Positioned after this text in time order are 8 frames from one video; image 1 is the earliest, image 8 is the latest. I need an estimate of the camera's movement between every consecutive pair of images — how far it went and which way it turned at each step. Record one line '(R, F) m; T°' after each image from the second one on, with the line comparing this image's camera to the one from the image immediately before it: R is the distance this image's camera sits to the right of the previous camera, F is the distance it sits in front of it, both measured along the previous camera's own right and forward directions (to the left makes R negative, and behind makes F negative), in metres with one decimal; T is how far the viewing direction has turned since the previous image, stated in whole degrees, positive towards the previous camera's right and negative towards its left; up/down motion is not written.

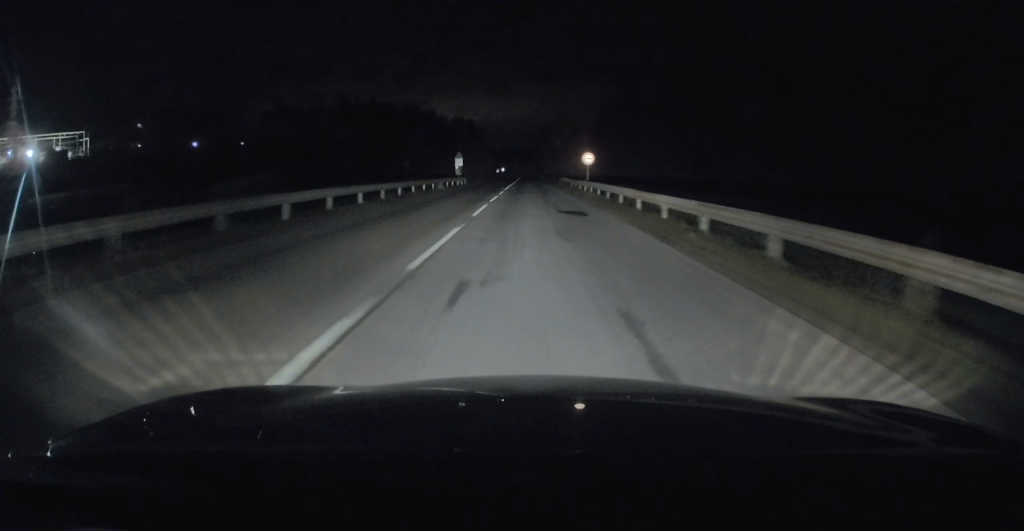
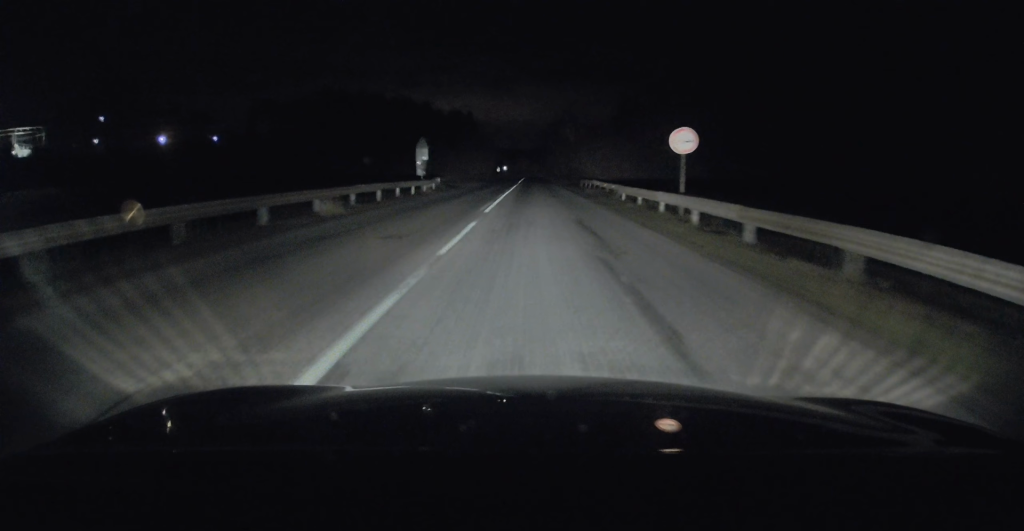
(-0.4, +25.2) m; -1°
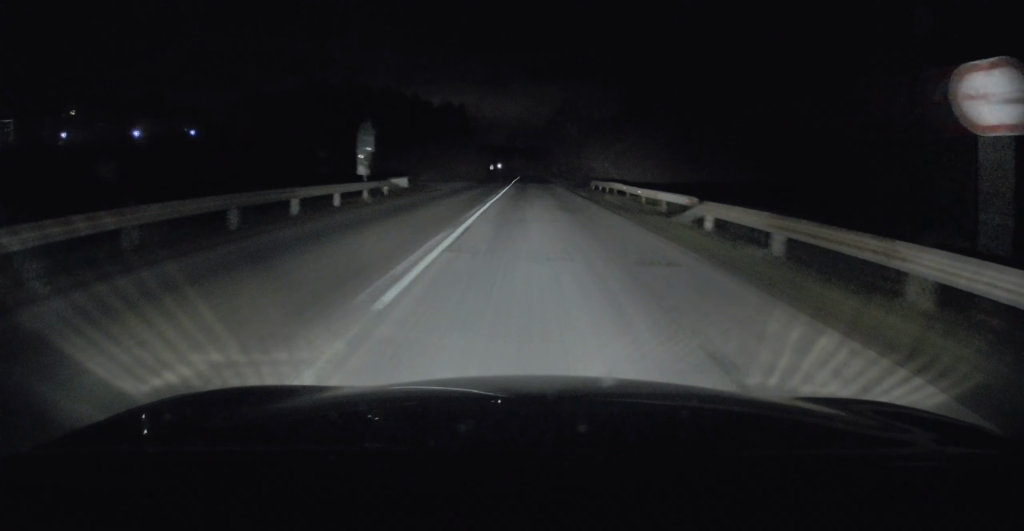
(+0.1, +13.0) m; 0°
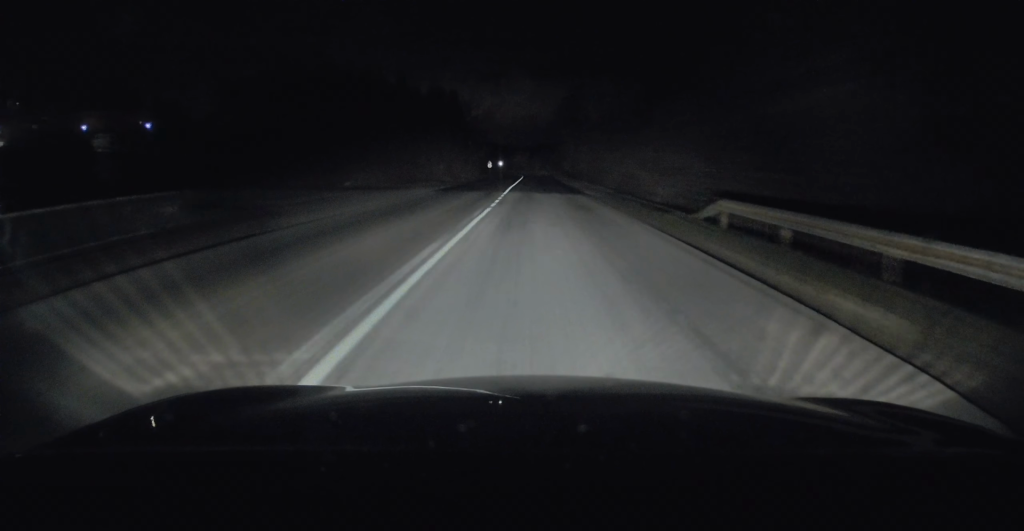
(0.0, +28.6) m; 0°
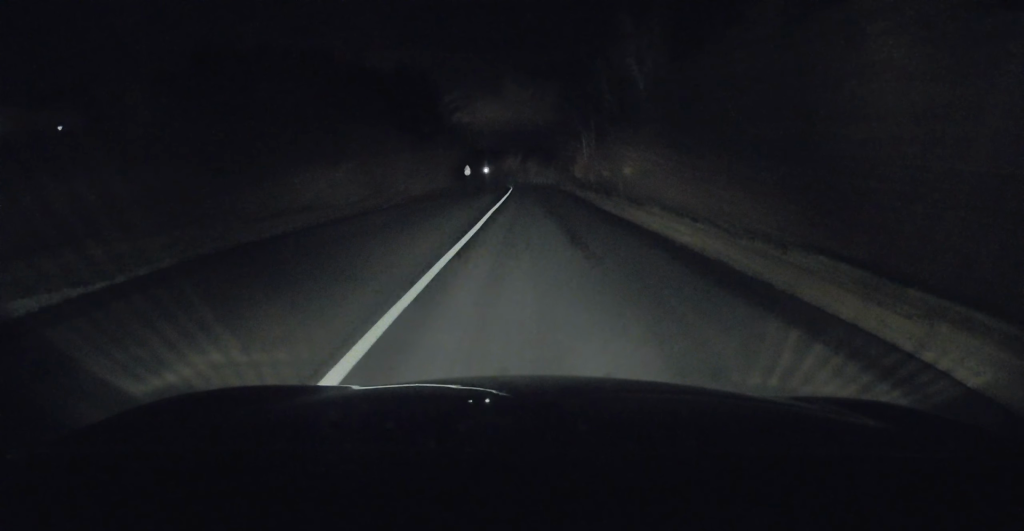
(+0.4, +35.7) m; 0°
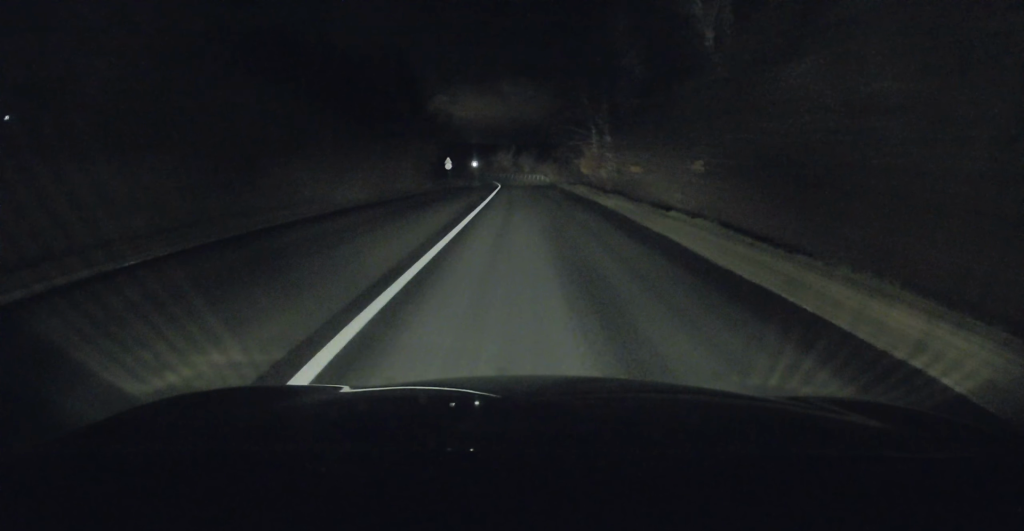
(-0.2, +16.8) m; -1°
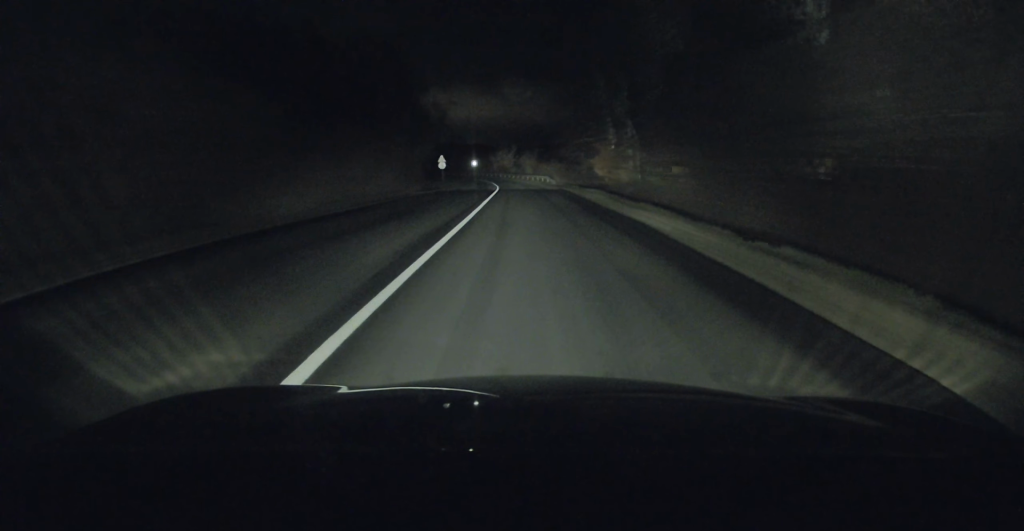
(0.0, +9.1) m; 0°
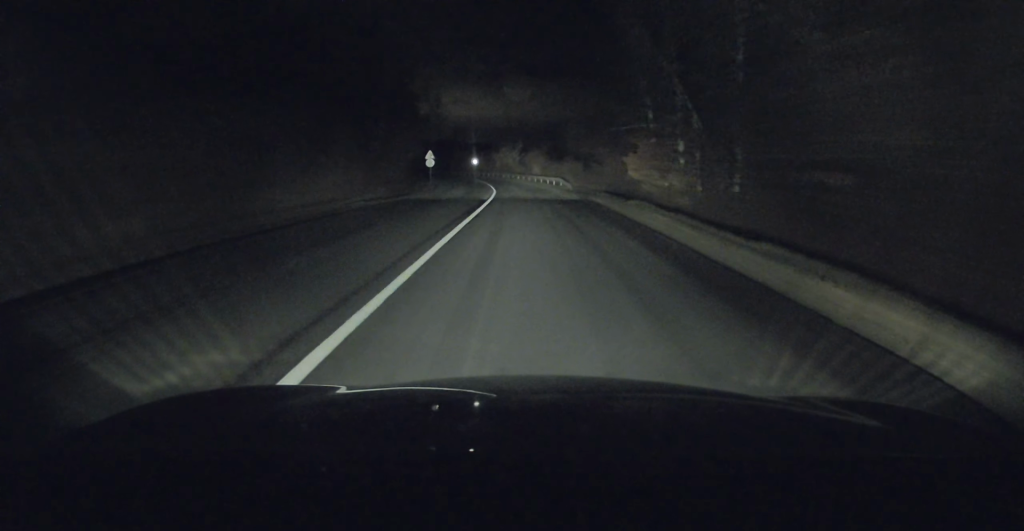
(0.0, +13.1) m; 0°
